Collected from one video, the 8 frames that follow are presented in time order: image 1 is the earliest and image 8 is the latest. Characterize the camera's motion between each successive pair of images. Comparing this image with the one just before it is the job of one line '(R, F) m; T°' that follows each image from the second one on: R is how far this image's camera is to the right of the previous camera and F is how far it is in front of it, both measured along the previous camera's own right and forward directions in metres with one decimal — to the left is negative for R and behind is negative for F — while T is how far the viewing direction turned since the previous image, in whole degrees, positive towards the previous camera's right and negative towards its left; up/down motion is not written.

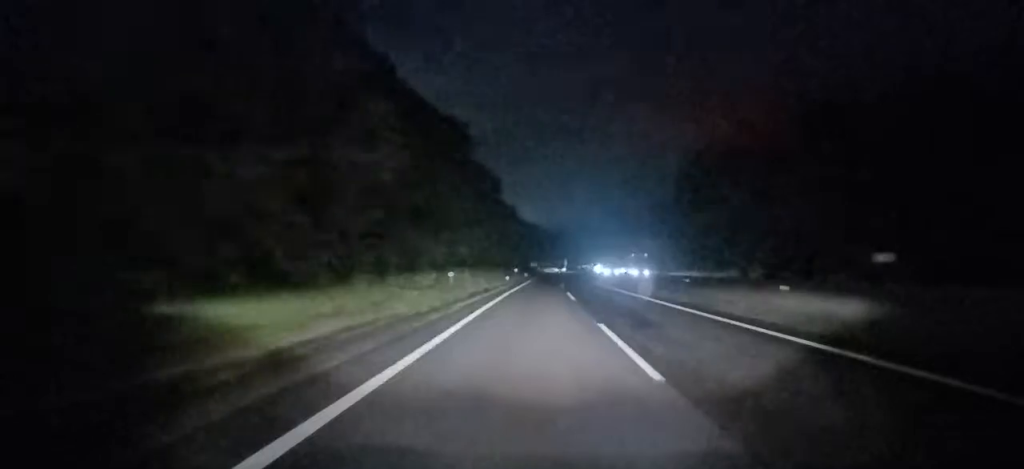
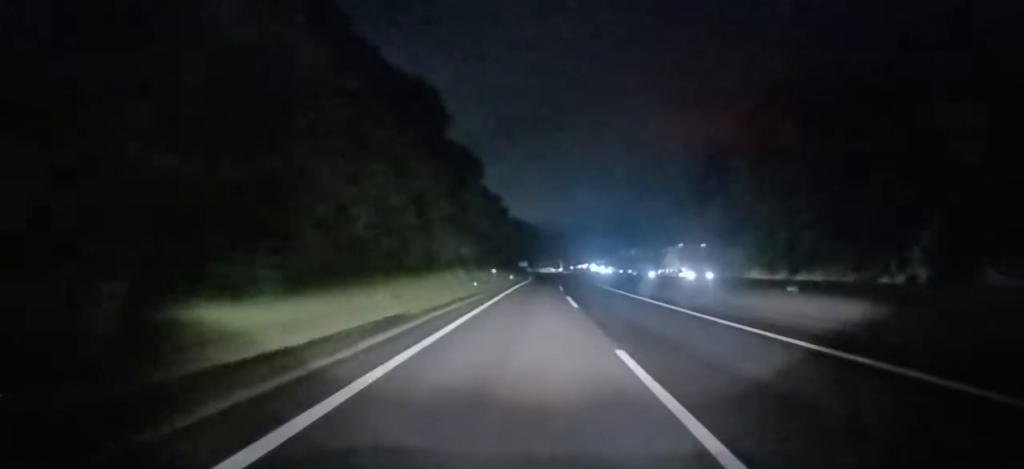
(+0.1, +25.1) m; +1°
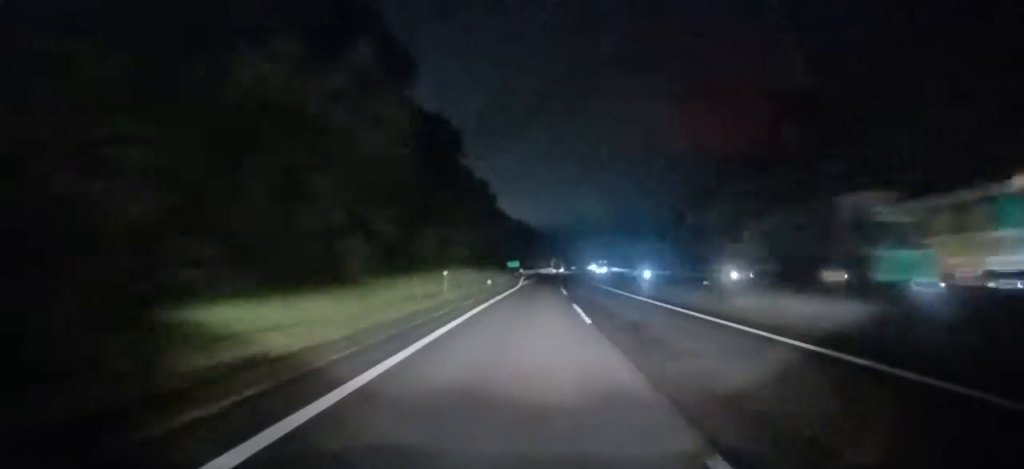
(+0.2, +28.0) m; +1°
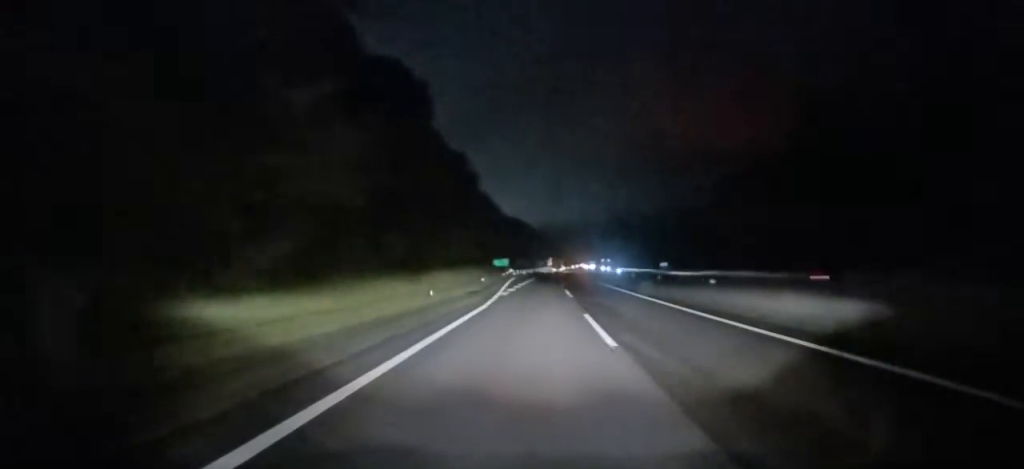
(+0.1, +25.2) m; 0°
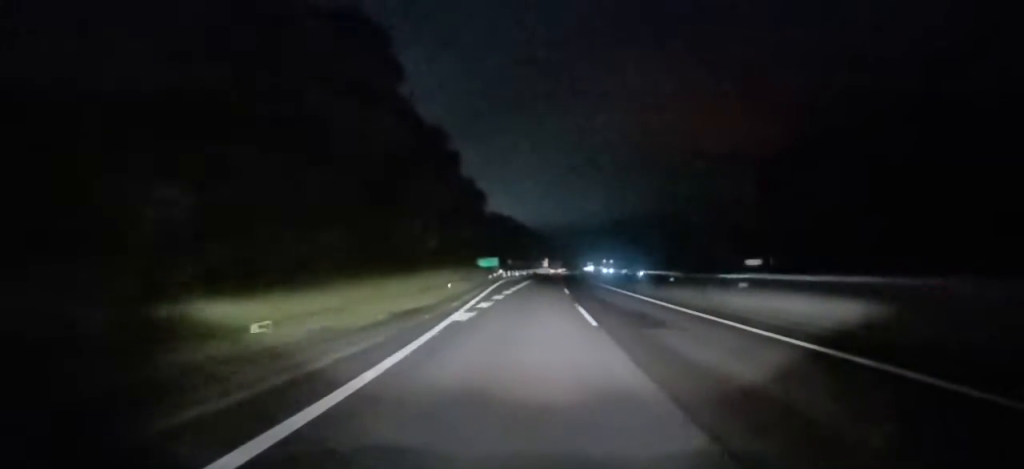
(0.0, +15.9) m; 0°
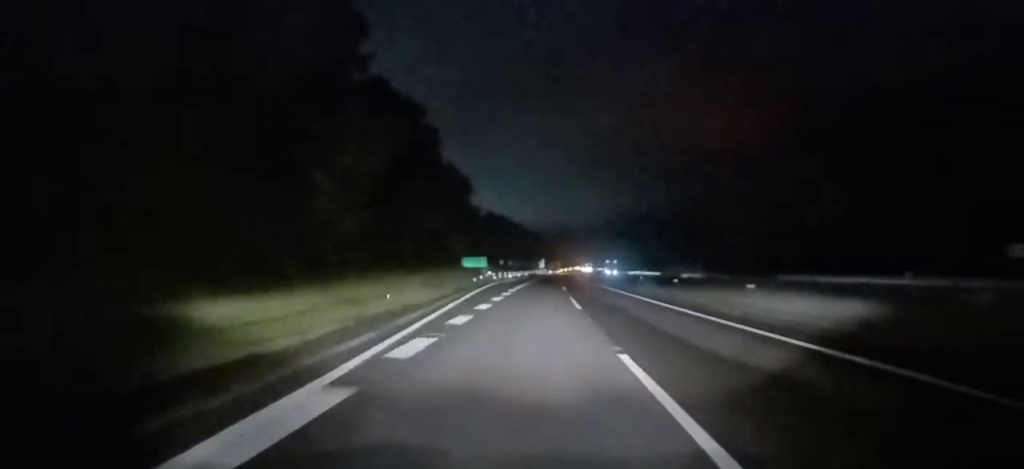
(0.0, +12.8) m; 0°
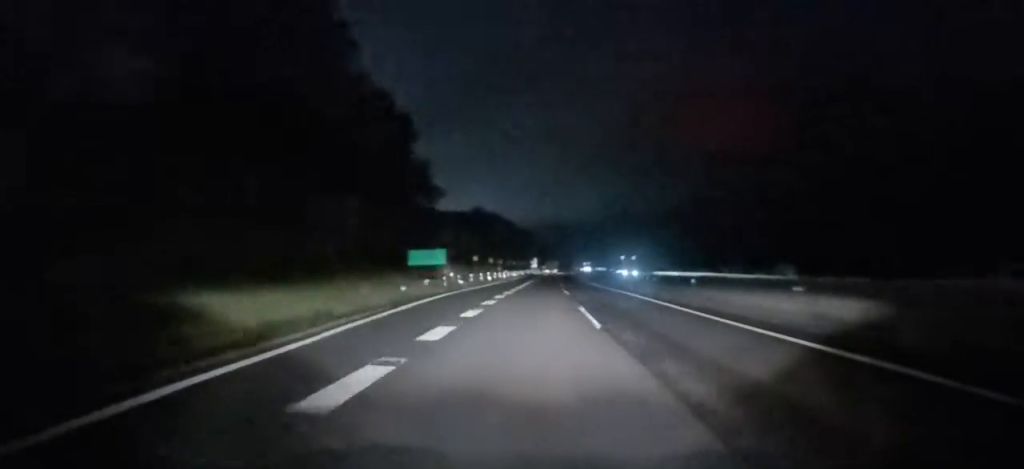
(+0.2, +27.3) m; 0°
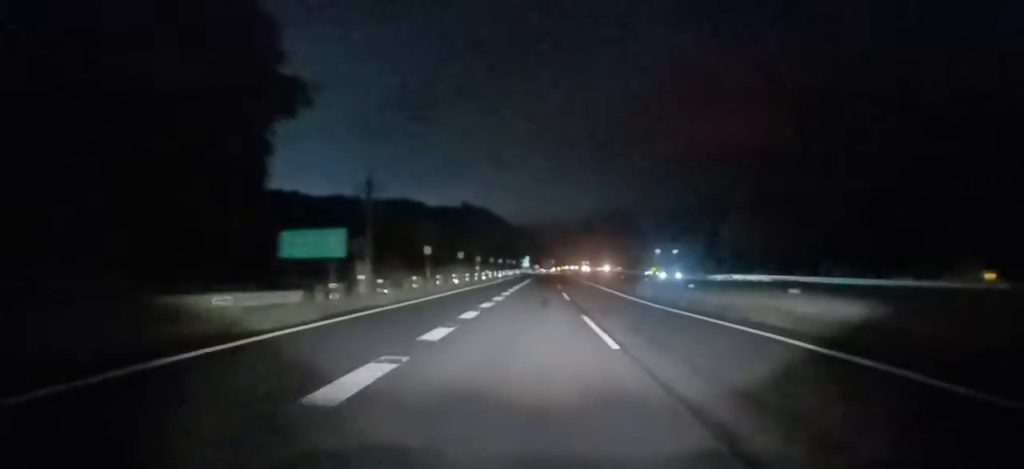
(0.0, +23.3) m; +1°
